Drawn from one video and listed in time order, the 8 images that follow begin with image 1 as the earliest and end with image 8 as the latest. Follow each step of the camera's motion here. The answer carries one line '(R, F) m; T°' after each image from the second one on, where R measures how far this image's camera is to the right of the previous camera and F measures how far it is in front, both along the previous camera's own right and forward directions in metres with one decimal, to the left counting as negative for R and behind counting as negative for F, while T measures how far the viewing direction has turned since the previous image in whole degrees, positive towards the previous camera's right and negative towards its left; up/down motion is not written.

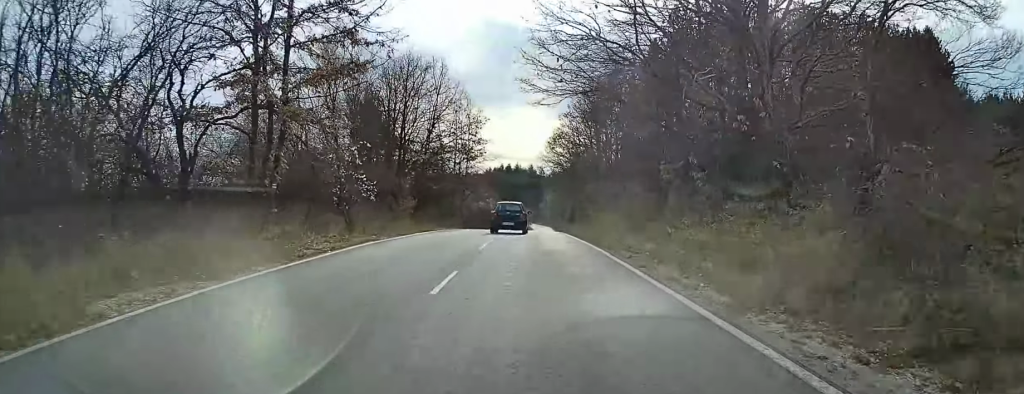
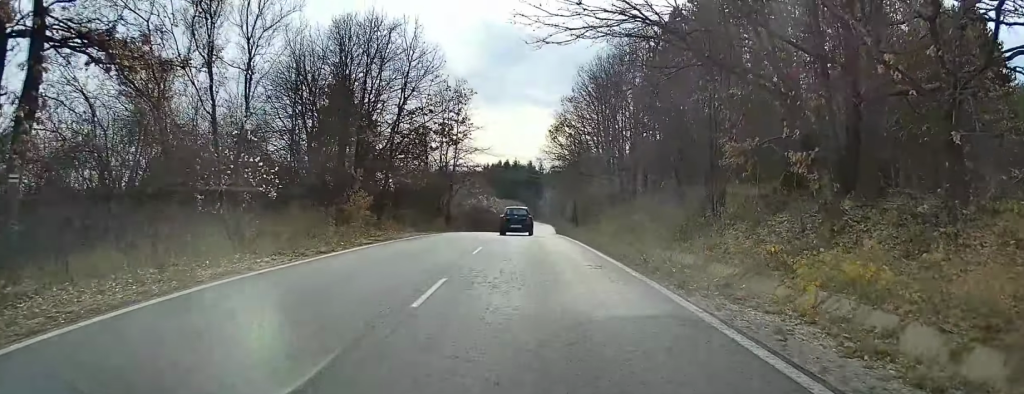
(+0.2, +10.2) m; +1°
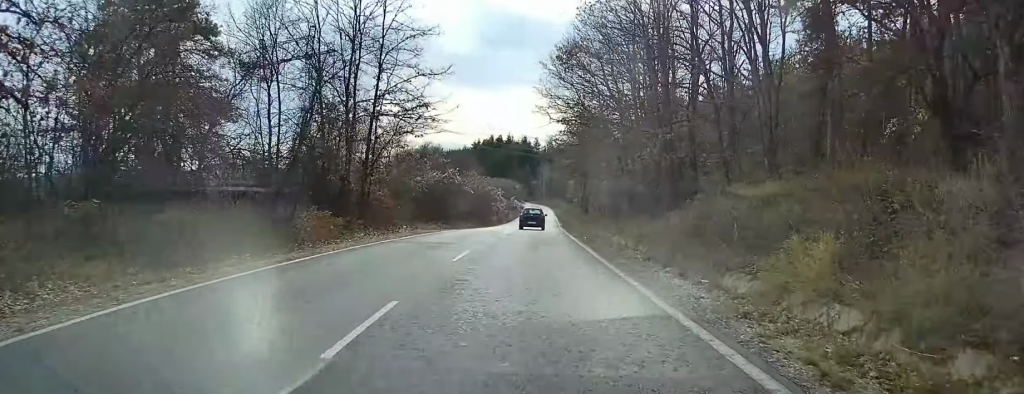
(+0.2, +29.2) m; +1°
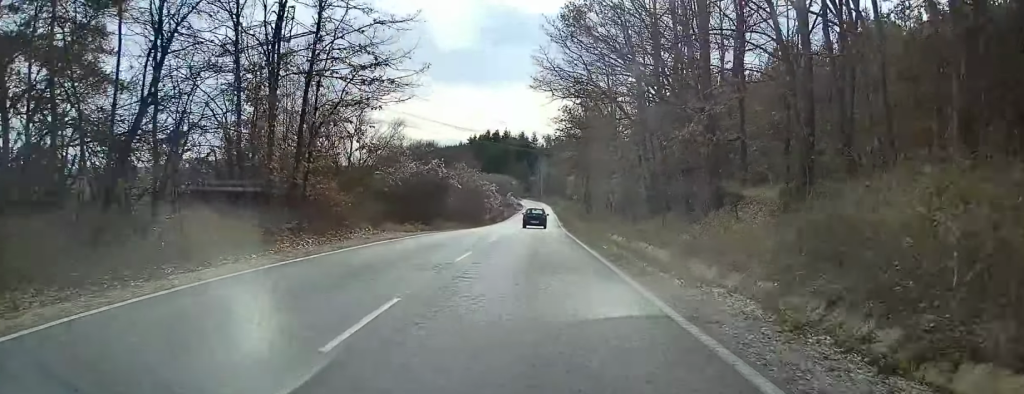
(+0.1, +9.1) m; 0°
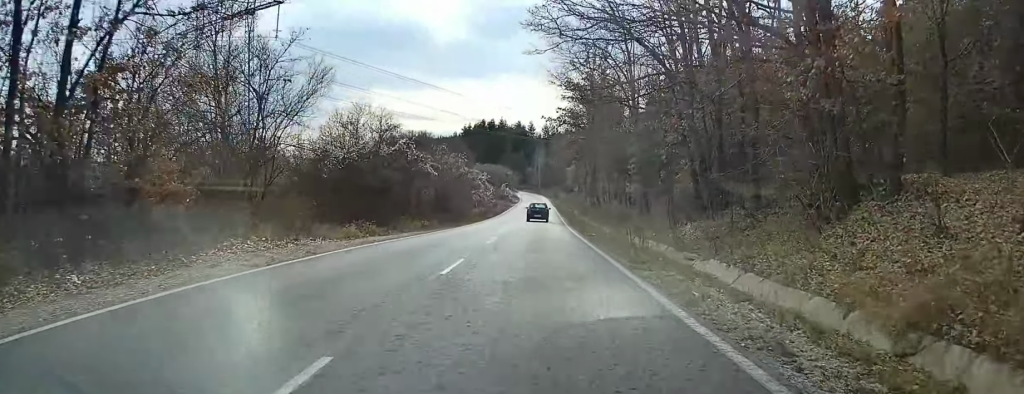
(+0.1, +12.5) m; 0°
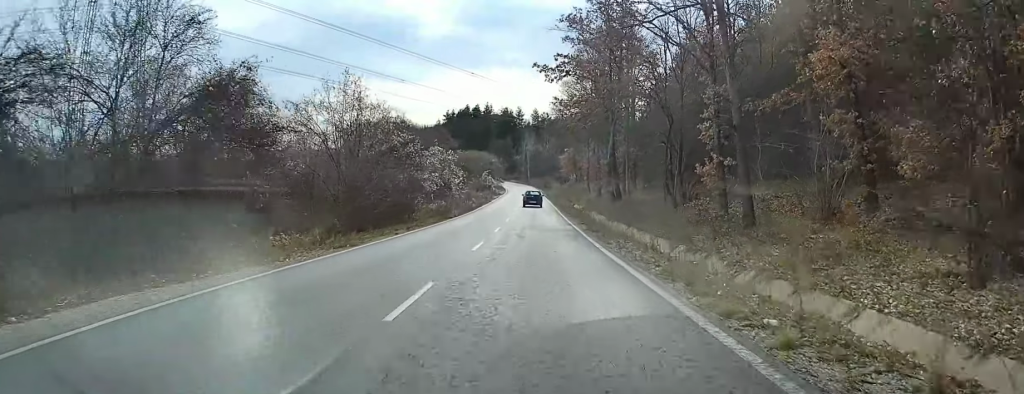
(-0.1, +22.9) m; 0°
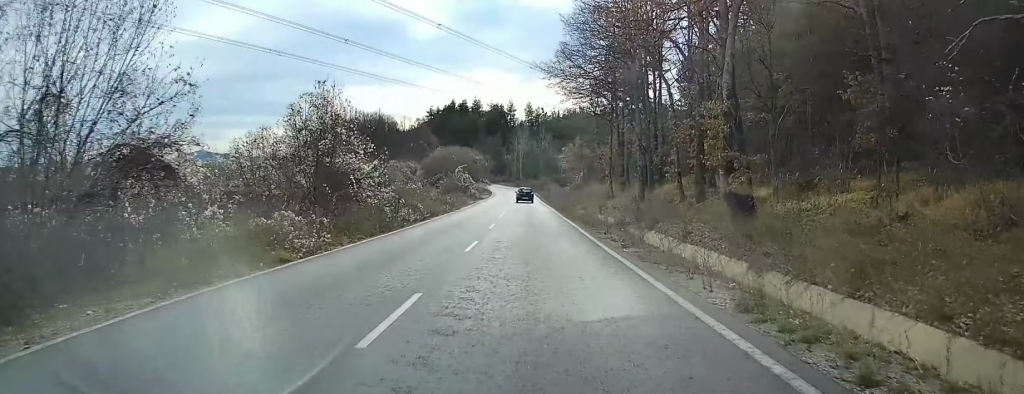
(+0.1, +28.0) m; +1°
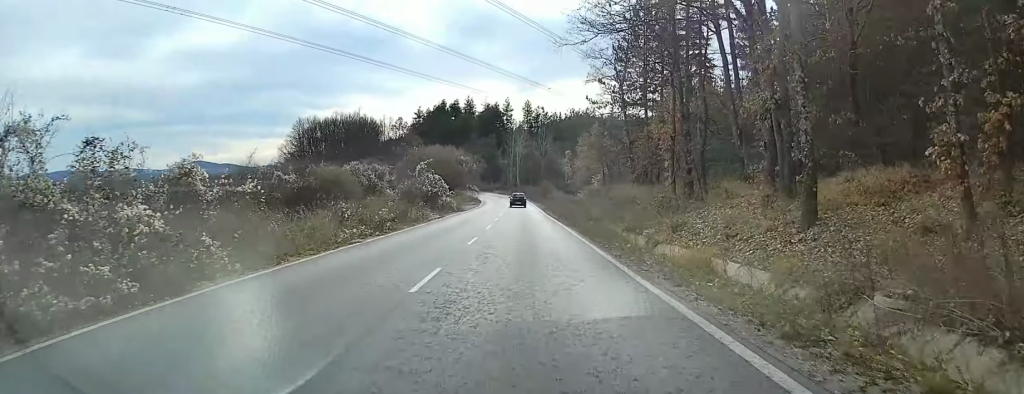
(+0.2, +24.0) m; +1°
